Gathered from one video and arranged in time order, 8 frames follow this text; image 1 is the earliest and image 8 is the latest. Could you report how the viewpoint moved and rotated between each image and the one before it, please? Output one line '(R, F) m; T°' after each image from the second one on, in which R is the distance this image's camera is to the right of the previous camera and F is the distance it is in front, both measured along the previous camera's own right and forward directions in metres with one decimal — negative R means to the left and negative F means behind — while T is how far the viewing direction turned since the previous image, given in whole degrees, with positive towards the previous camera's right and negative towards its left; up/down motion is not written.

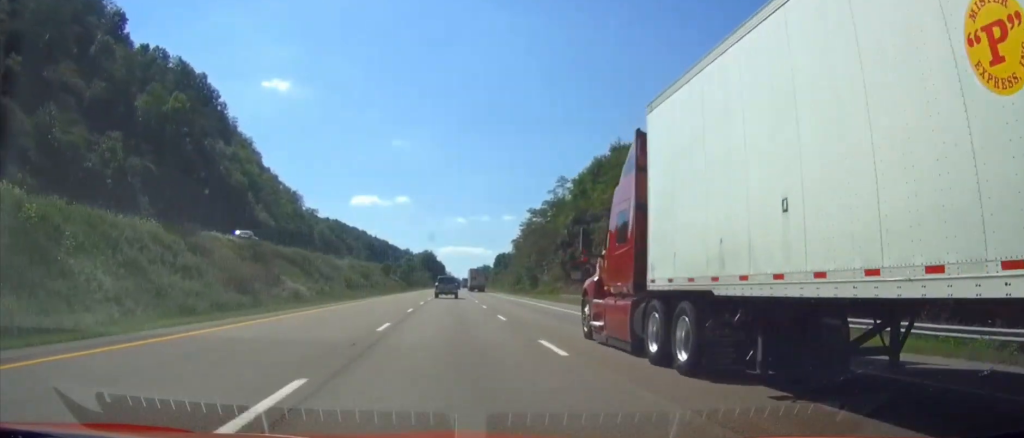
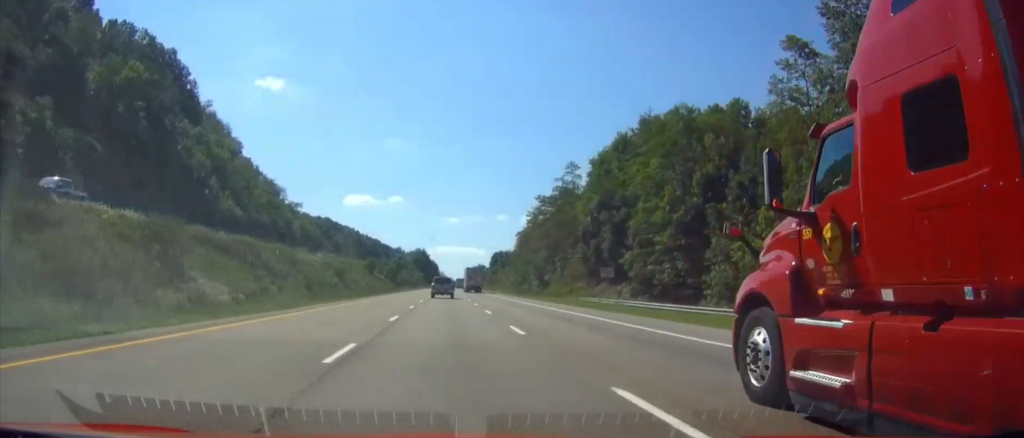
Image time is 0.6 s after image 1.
(+0.1, +19.0) m; +1°
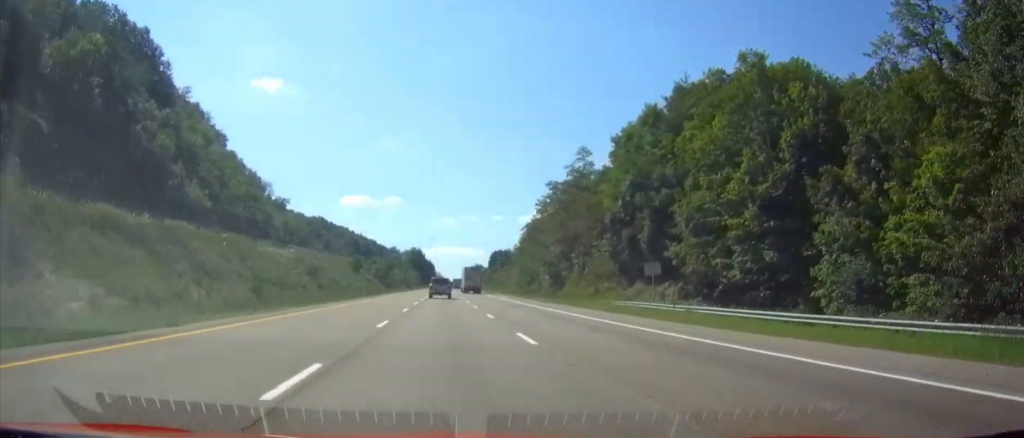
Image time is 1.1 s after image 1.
(0.0, +15.0) m; 0°
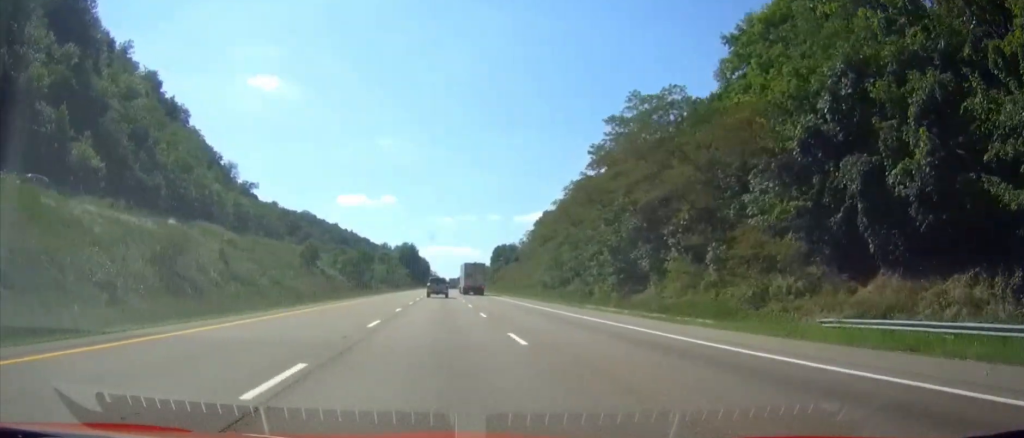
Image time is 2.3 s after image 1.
(+0.4, +36.0) m; +1°
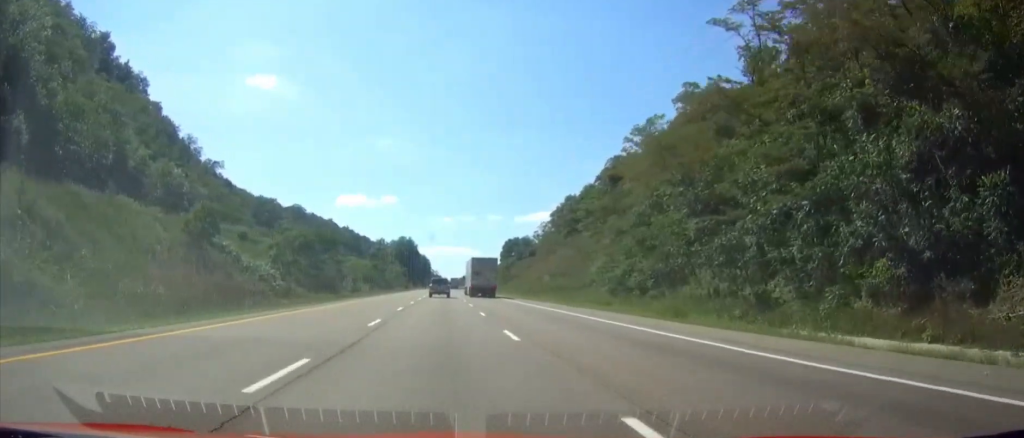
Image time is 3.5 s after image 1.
(+0.3, +35.1) m; 0°
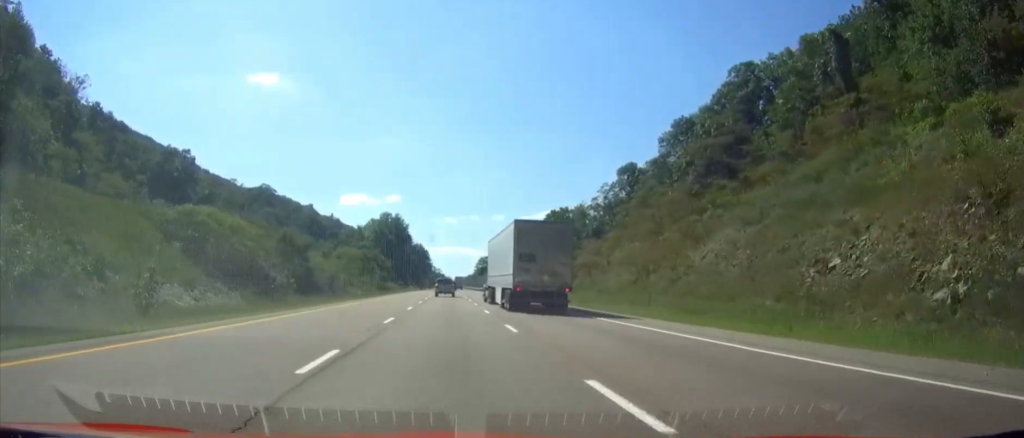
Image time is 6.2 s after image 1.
(-0.9, +82.0) m; -1°
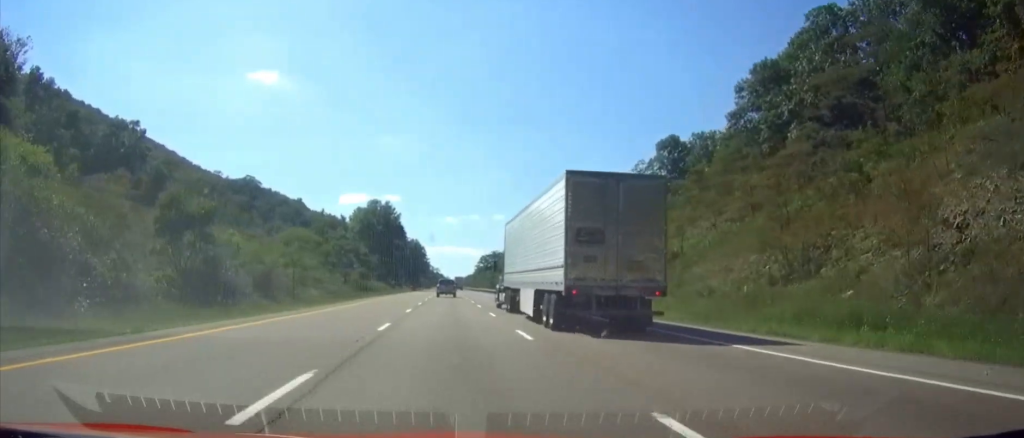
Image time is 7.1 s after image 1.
(-0.1, +26.5) m; 0°
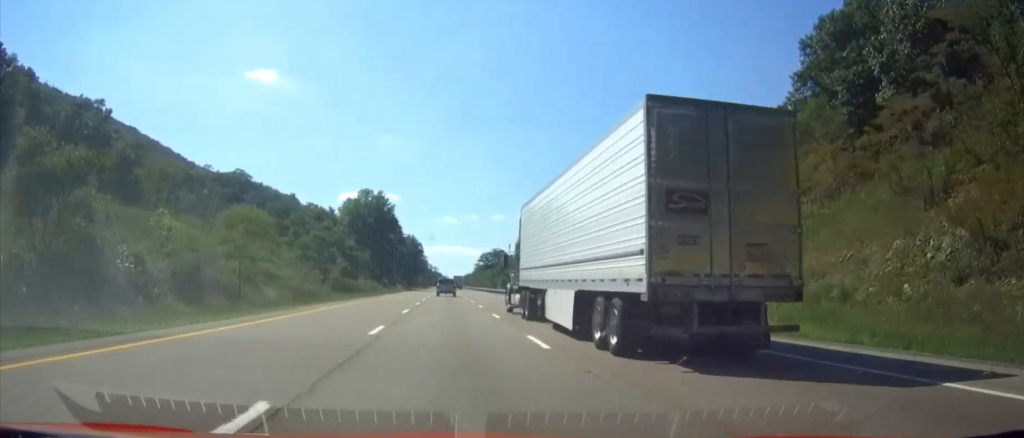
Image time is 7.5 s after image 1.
(0.0, +14.3) m; 0°
